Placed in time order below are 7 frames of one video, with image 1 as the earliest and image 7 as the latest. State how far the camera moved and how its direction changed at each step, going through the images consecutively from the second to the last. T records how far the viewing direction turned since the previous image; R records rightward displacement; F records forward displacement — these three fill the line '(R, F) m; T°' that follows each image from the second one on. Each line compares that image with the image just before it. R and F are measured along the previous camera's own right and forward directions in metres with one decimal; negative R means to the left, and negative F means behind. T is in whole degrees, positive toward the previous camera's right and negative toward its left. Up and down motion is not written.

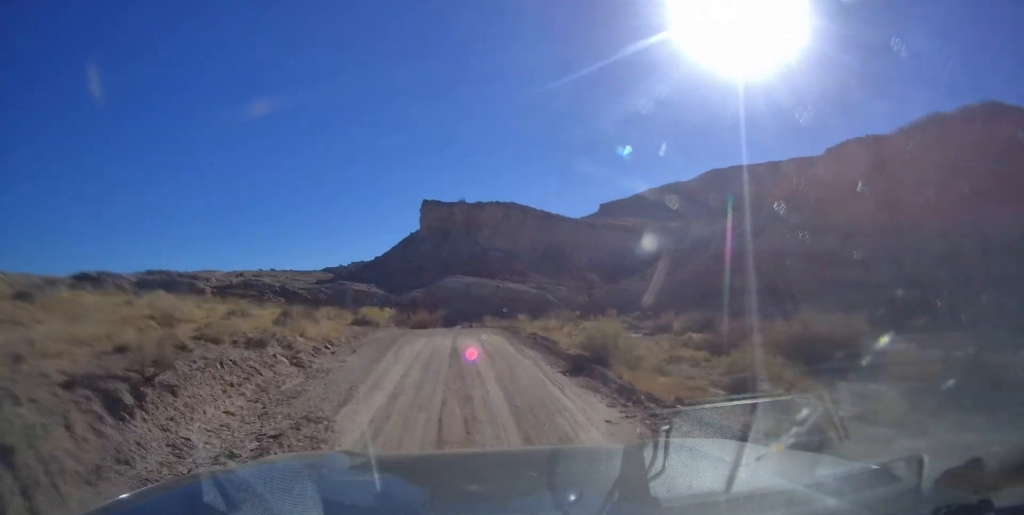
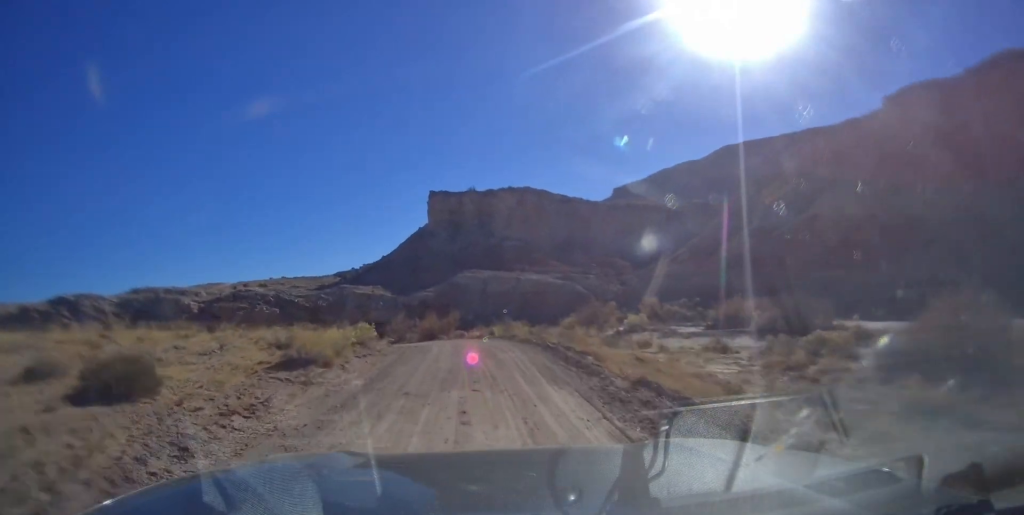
(-0.5, +12.4) m; 0°
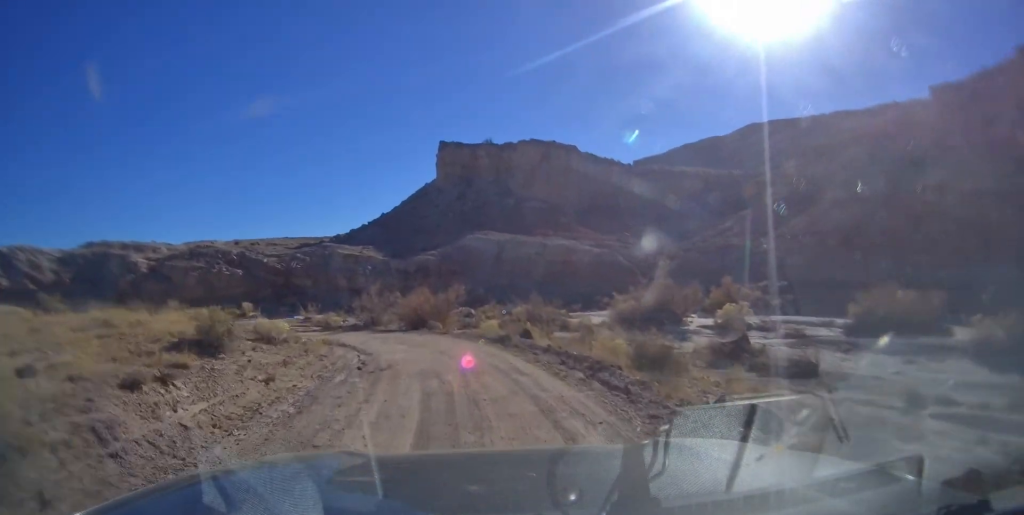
(+0.9, +20.2) m; 0°
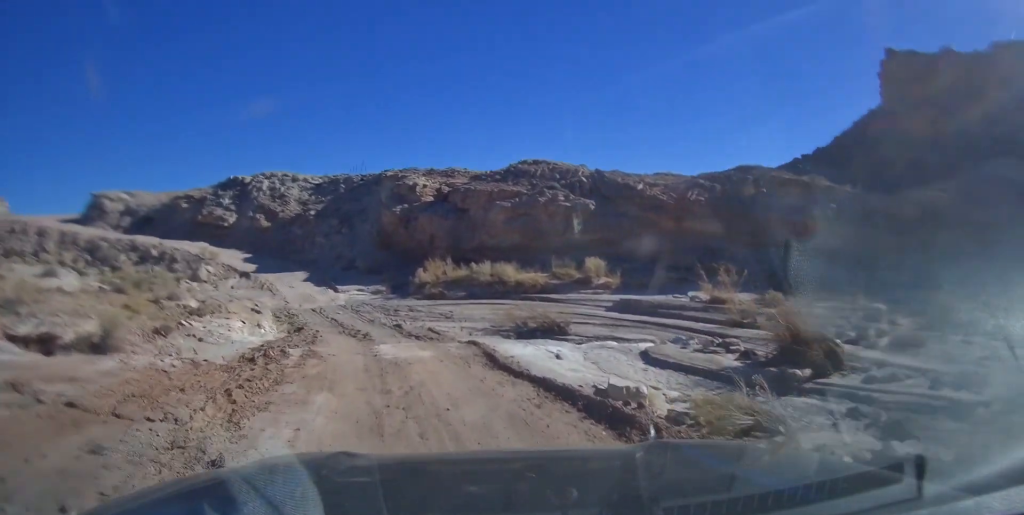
(-7.6, +36.8) m; -25°
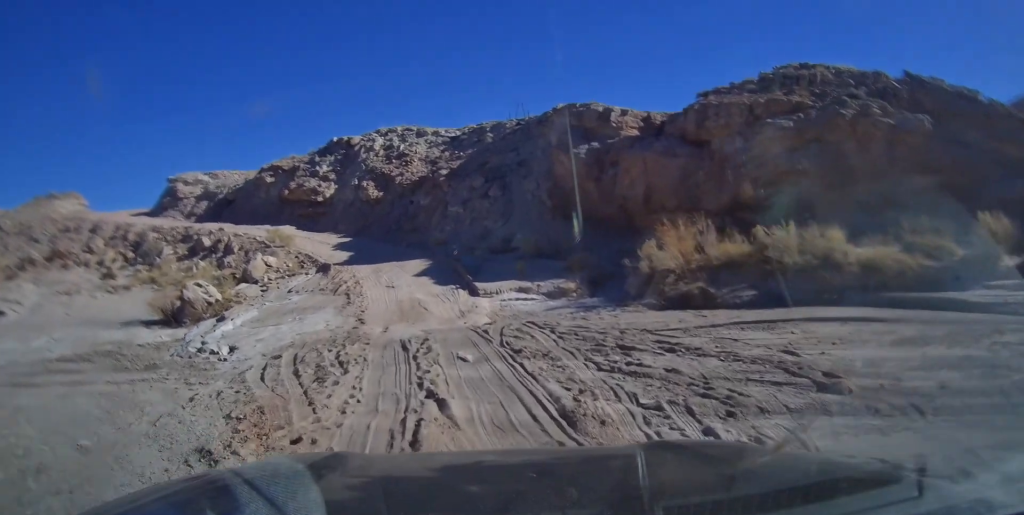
(-4.6, +20.1) m; -26°
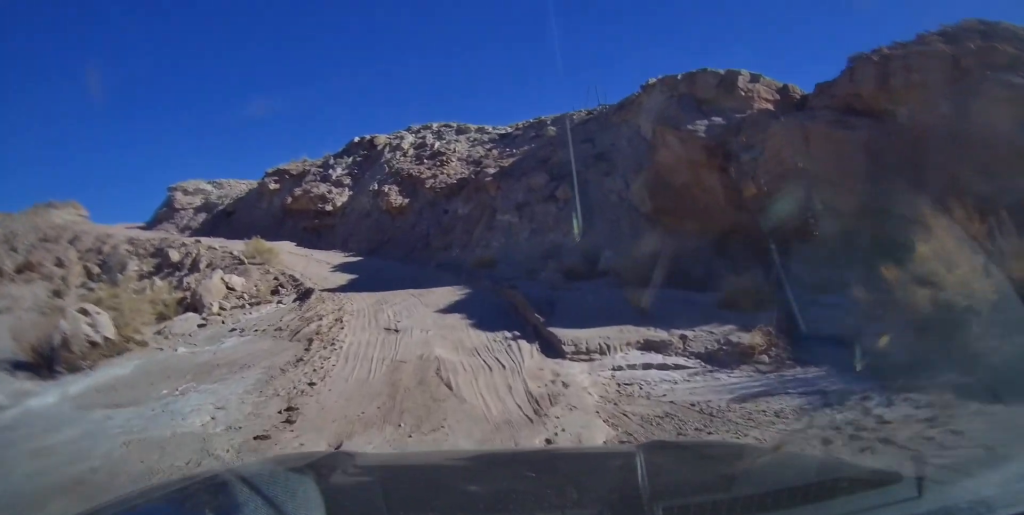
(0.0, +11.4) m; -3°
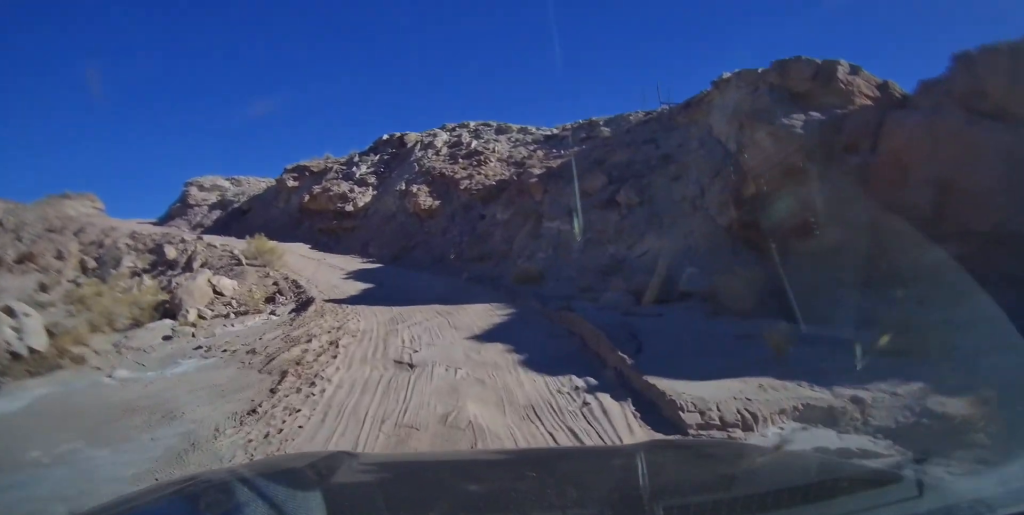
(-0.2, +4.3) m; -5°
